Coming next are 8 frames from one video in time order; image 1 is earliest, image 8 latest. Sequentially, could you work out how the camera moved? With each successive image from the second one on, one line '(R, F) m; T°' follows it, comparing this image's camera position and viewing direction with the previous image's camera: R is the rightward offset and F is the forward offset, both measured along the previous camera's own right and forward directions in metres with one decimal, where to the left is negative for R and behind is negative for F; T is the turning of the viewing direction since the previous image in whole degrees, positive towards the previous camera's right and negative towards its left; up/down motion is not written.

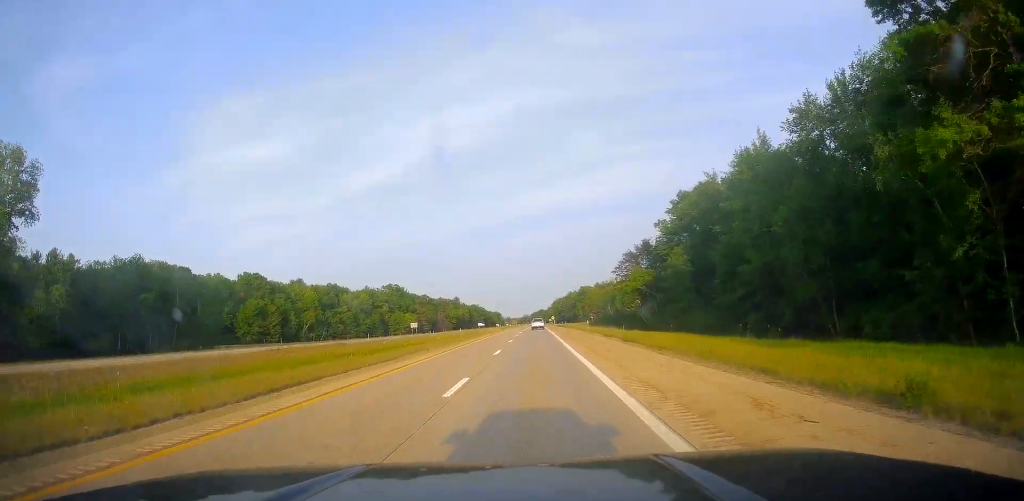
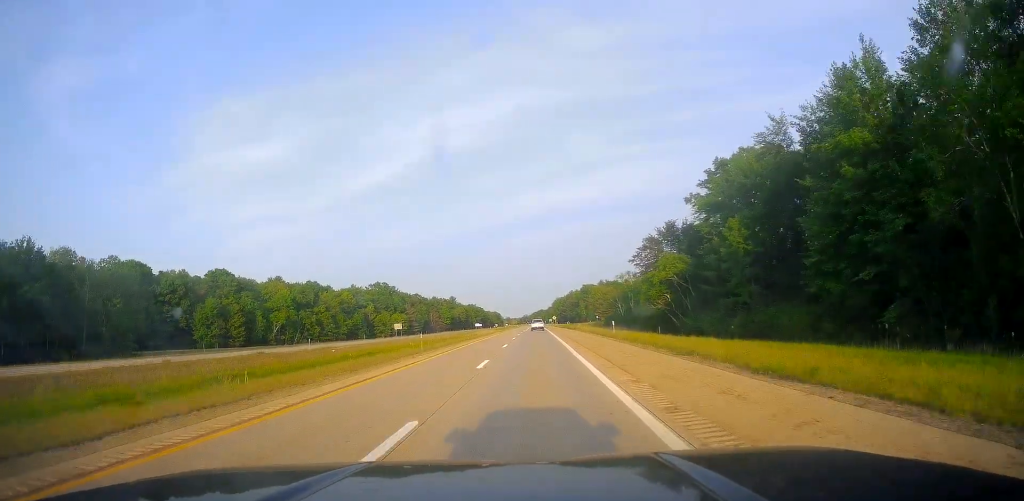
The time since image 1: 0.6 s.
(0.0, +22.7) m; 0°
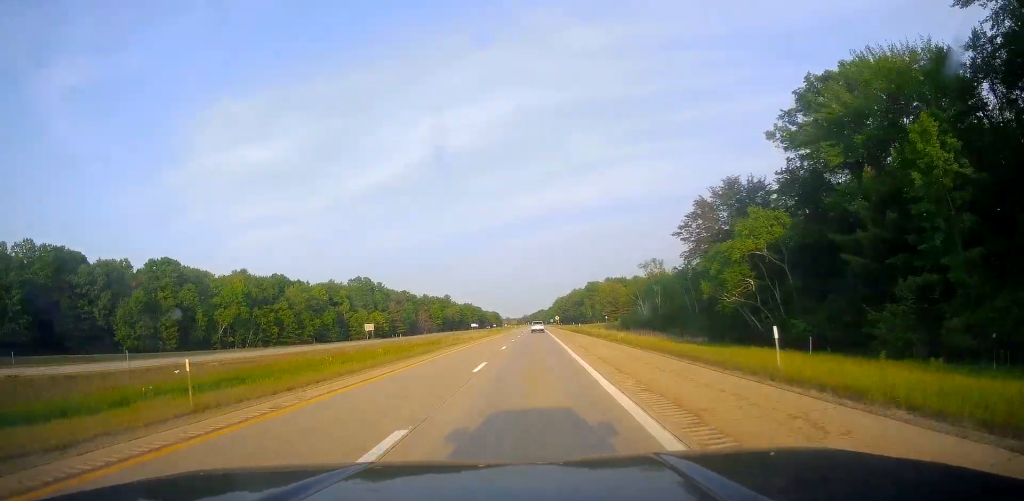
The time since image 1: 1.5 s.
(0.0, +31.1) m; 0°
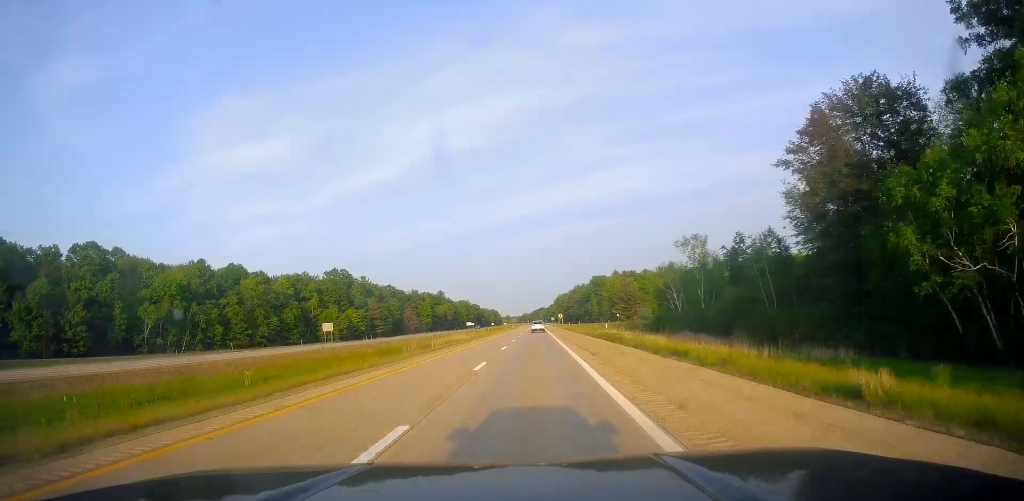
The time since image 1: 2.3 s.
(+0.1, +29.8) m; 0°
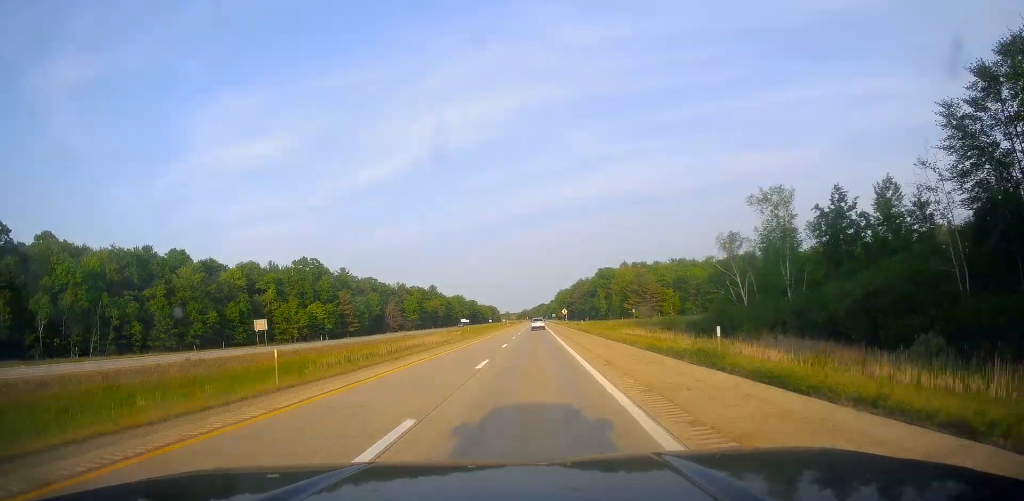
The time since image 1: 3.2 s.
(+0.1, +29.8) m; 0°
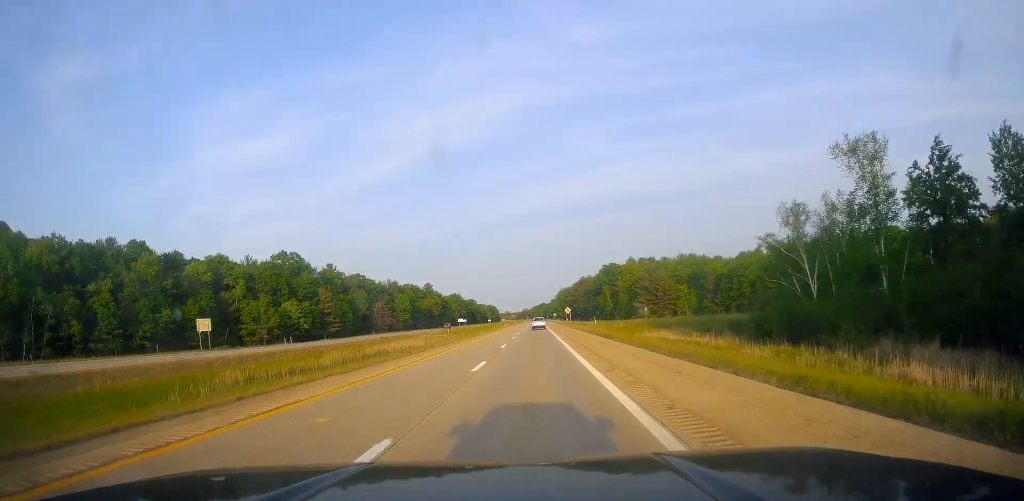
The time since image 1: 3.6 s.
(-0.2, +16.8) m; 0°
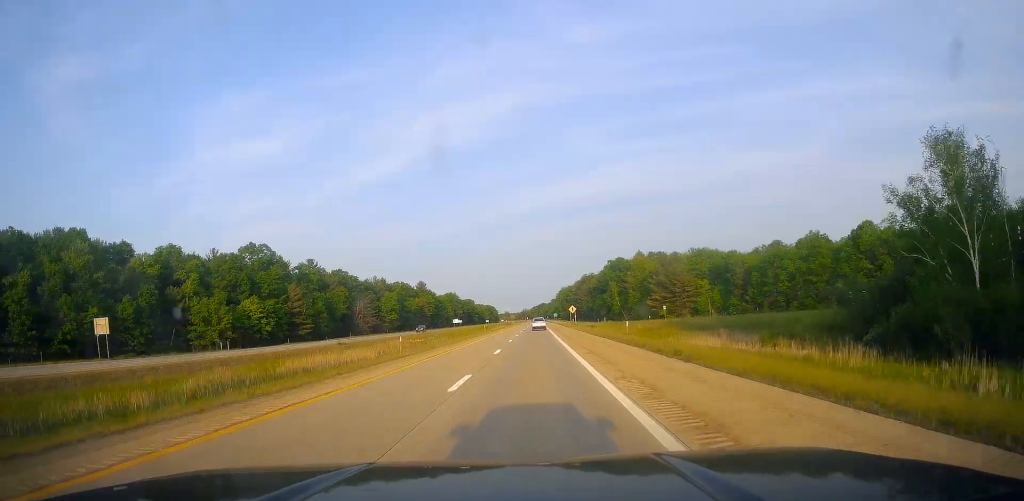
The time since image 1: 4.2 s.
(-0.2, +20.4) m; 0°
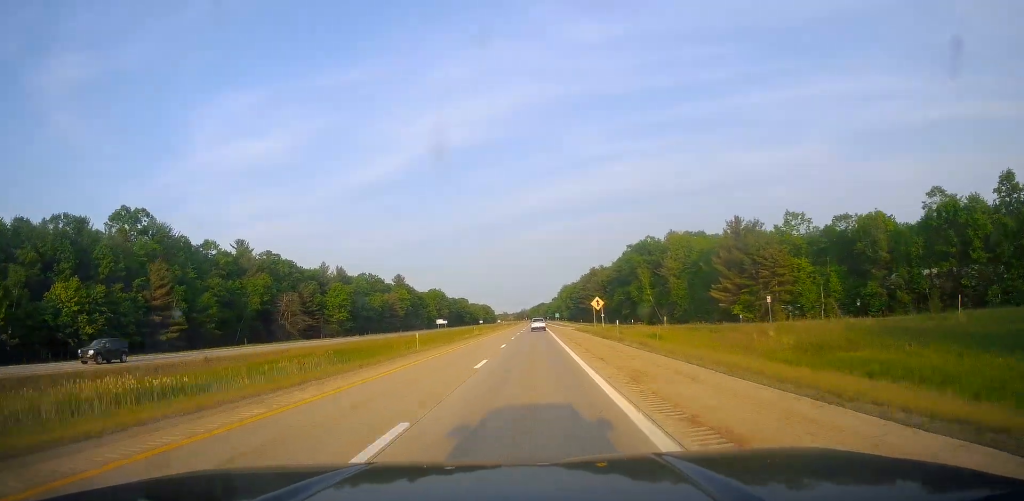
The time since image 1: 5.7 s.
(+0.2, +53.8) m; 0°
